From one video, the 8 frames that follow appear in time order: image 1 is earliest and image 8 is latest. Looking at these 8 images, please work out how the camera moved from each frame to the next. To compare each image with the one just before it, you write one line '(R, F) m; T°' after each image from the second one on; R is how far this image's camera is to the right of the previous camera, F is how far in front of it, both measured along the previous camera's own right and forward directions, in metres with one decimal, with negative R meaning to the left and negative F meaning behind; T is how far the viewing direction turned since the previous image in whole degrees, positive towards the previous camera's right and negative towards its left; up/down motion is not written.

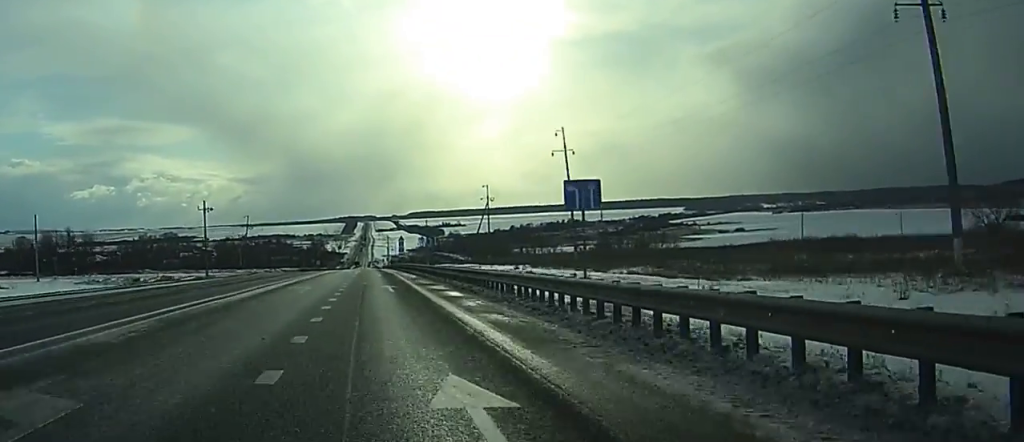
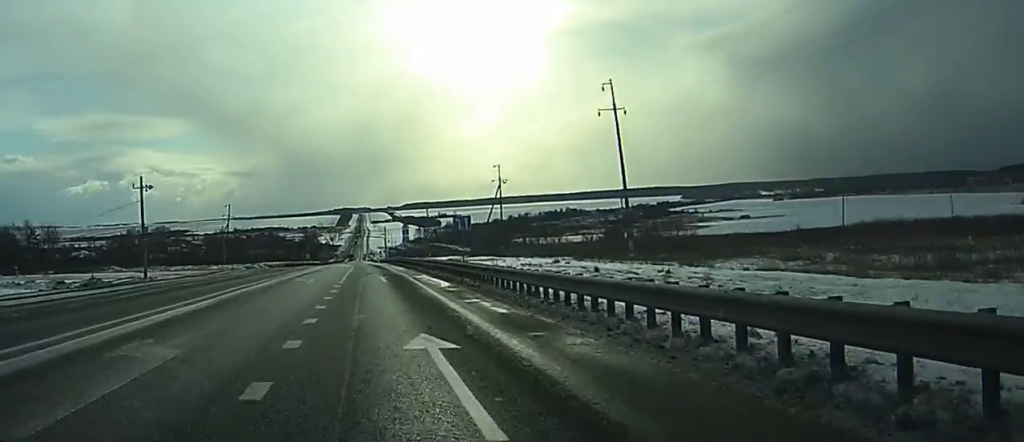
(0.0, +24.7) m; 0°
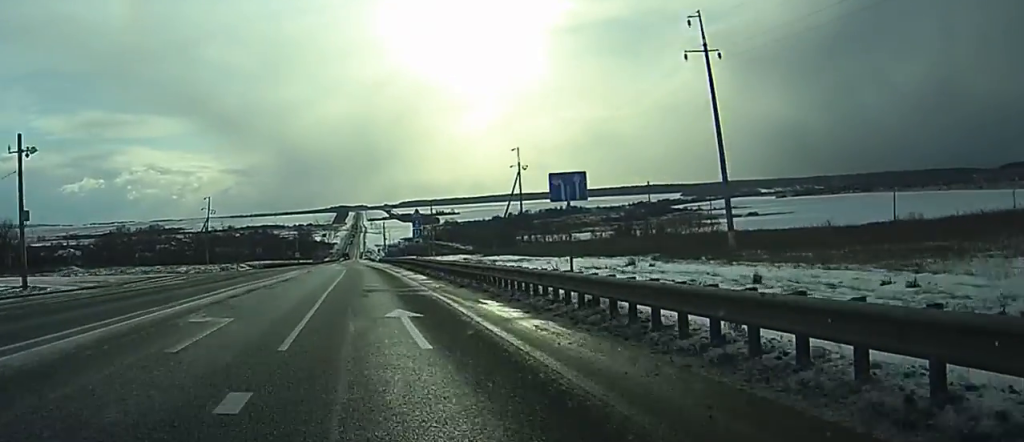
(+0.2, +24.6) m; 0°
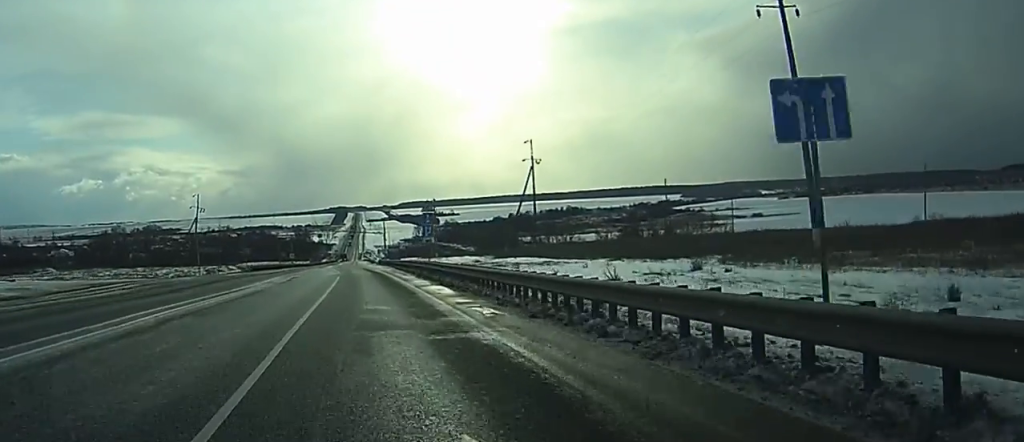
(-0.1, +12.3) m; 0°
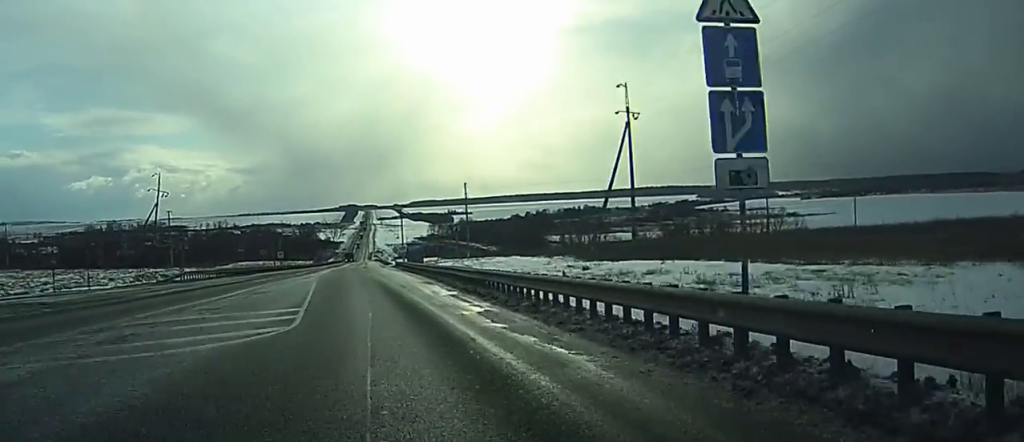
(0.0, +44.3) m; 0°
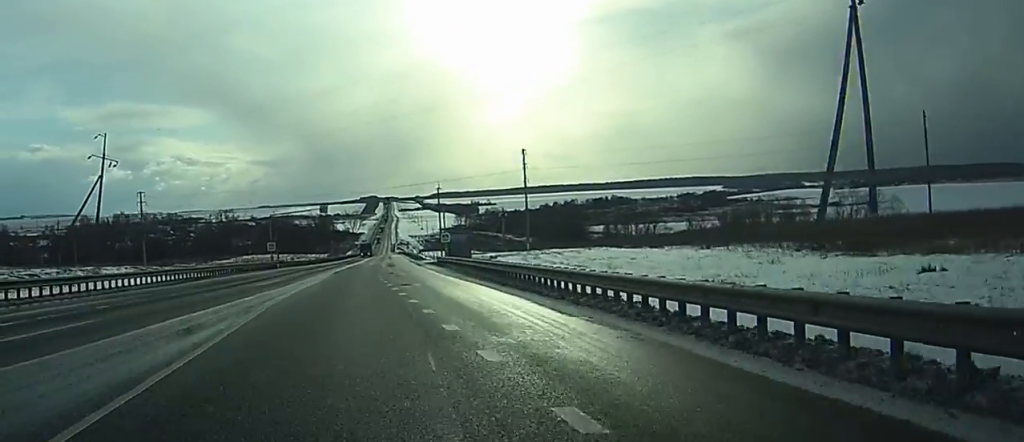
(-0.1, +40.4) m; -1°
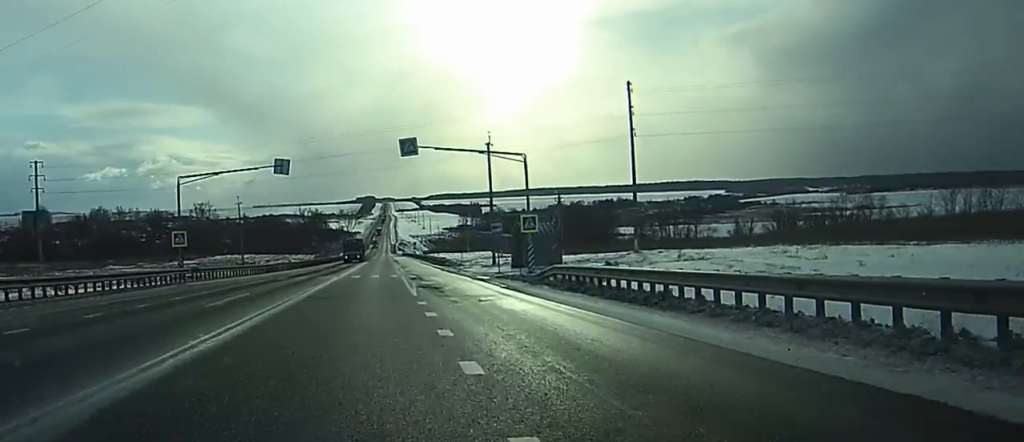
(-0.6, +48.5) m; -1°
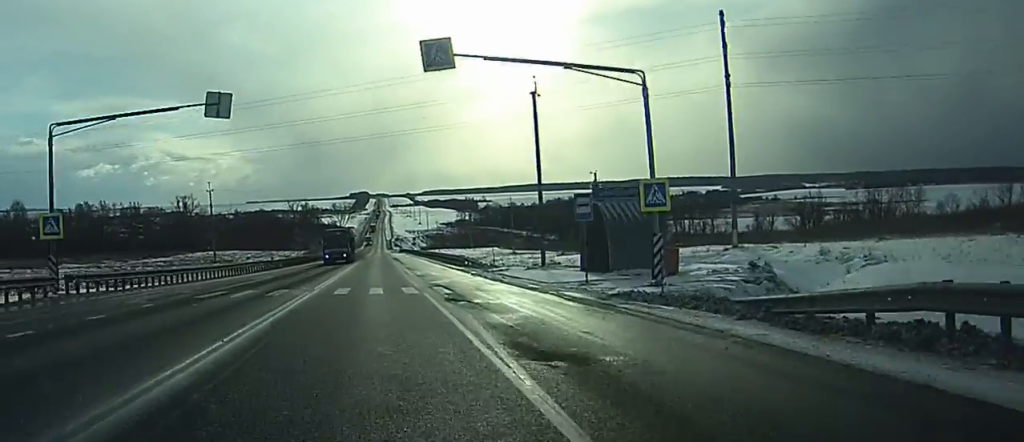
(+0.1, +20.4) m; 0°
